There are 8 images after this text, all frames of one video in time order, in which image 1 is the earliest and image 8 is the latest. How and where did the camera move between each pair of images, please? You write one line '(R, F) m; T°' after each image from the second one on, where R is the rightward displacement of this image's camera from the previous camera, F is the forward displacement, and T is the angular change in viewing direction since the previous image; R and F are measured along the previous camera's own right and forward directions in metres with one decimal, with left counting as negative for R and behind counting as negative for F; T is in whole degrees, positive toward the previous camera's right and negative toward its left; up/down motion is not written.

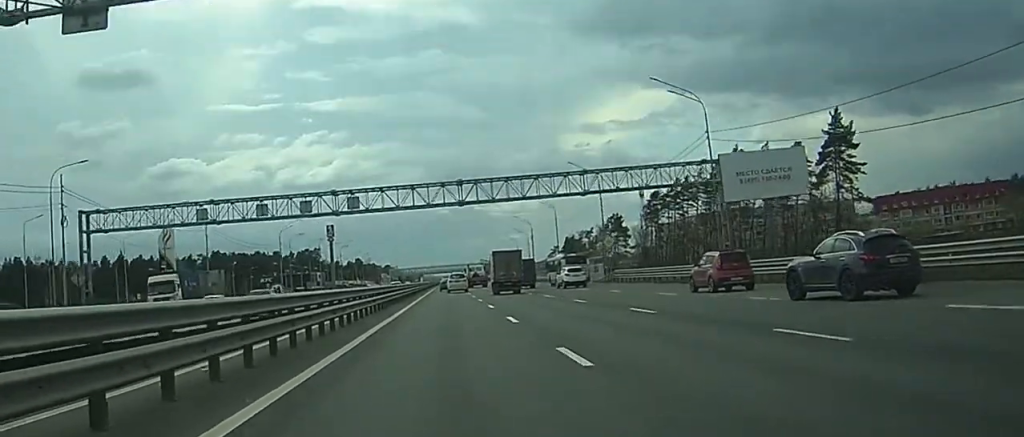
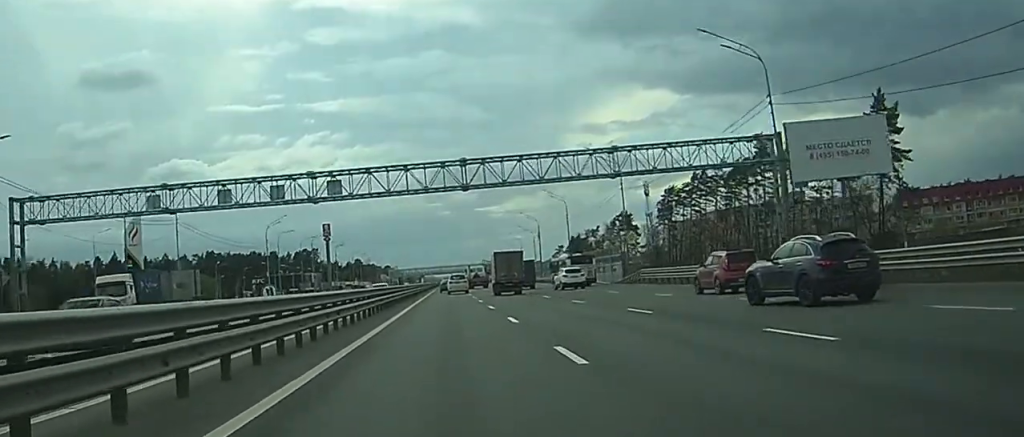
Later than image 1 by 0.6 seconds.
(0.0, +11.5) m; 0°
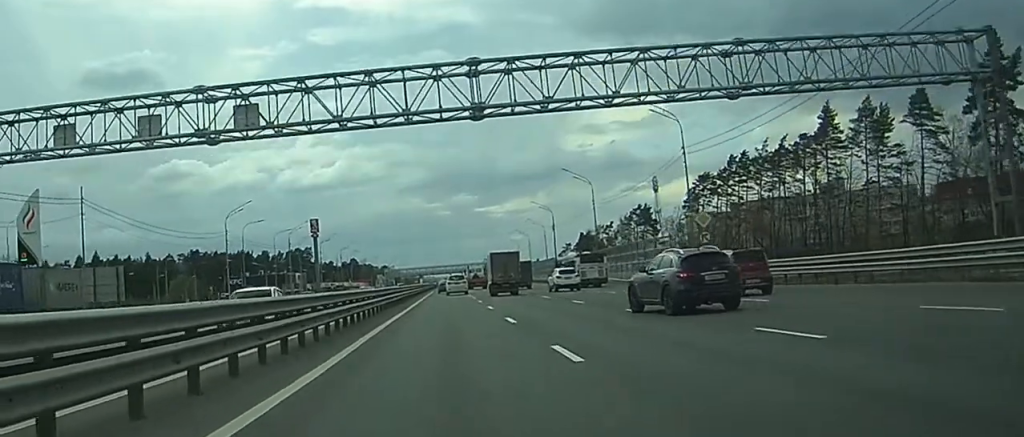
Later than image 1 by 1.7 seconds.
(-0.1, +23.5) m; +1°
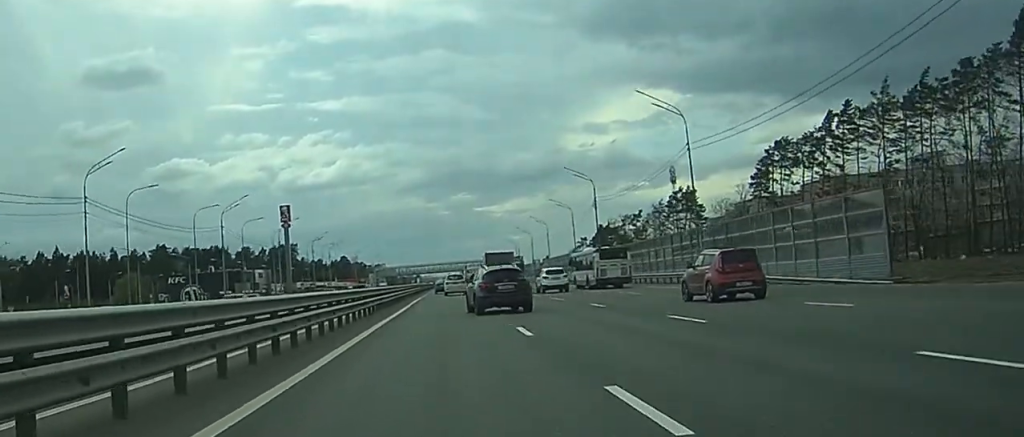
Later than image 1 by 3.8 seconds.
(+0.7, +41.9) m; +1°
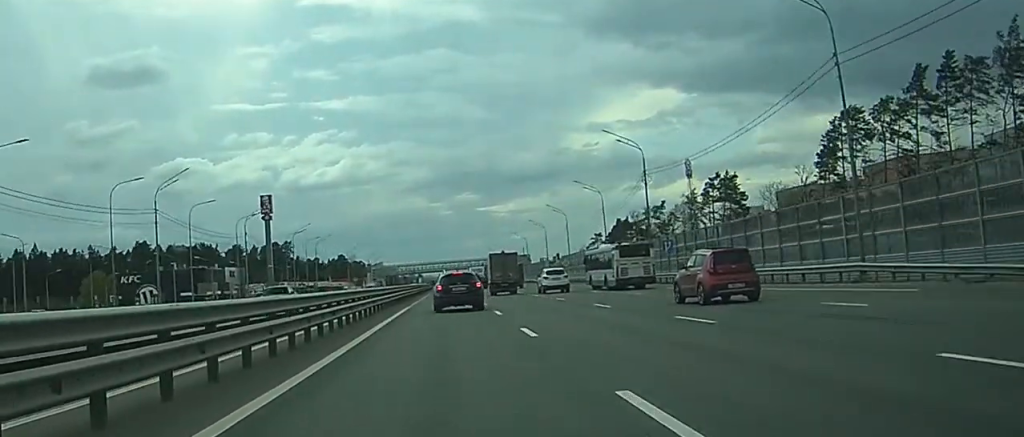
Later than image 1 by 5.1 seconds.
(0.0, +24.6) m; 0°
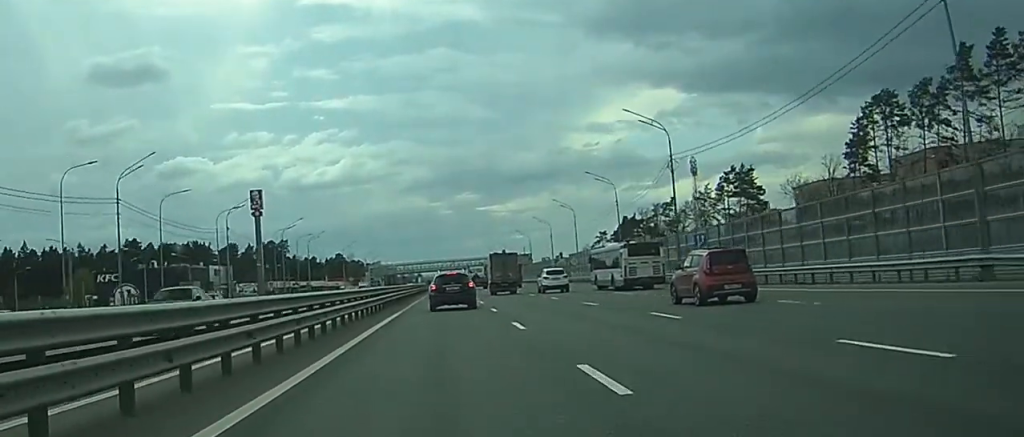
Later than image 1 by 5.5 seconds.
(+0.1, +9.3) m; 0°
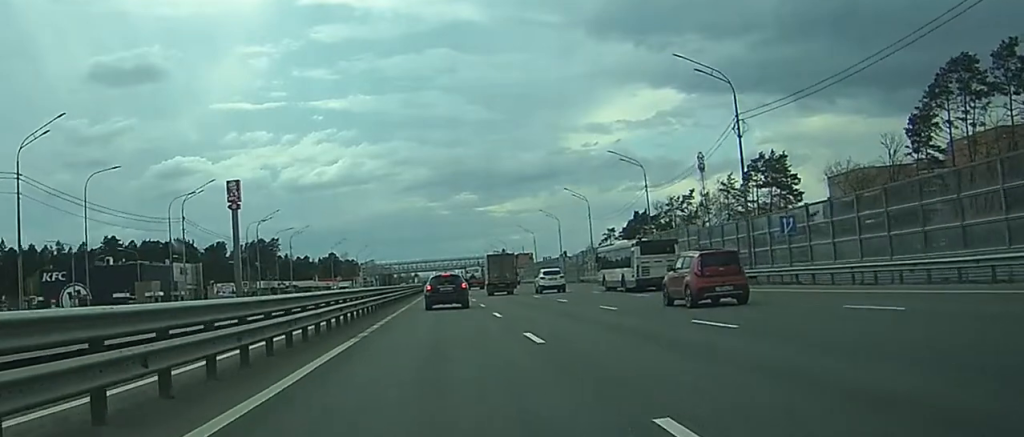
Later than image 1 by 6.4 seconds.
(-0.2, +16.9) m; -1°
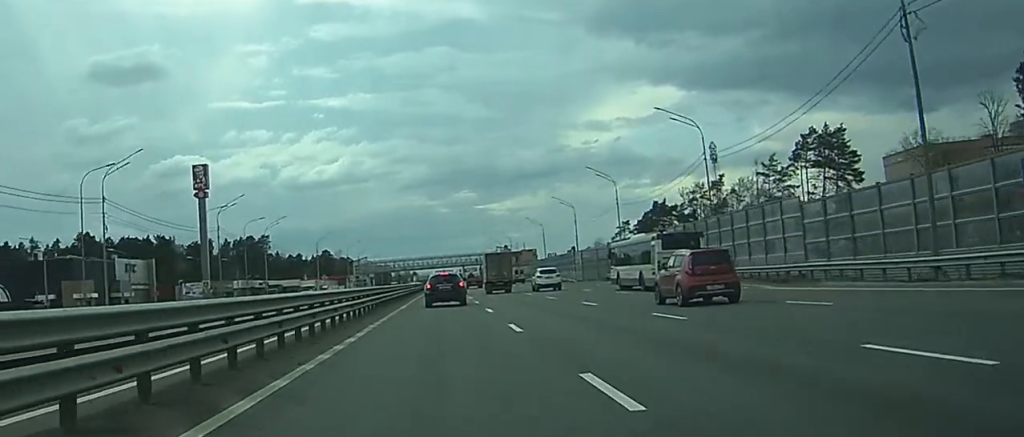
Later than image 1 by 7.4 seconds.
(-0.1, +21.4) m; +1°
